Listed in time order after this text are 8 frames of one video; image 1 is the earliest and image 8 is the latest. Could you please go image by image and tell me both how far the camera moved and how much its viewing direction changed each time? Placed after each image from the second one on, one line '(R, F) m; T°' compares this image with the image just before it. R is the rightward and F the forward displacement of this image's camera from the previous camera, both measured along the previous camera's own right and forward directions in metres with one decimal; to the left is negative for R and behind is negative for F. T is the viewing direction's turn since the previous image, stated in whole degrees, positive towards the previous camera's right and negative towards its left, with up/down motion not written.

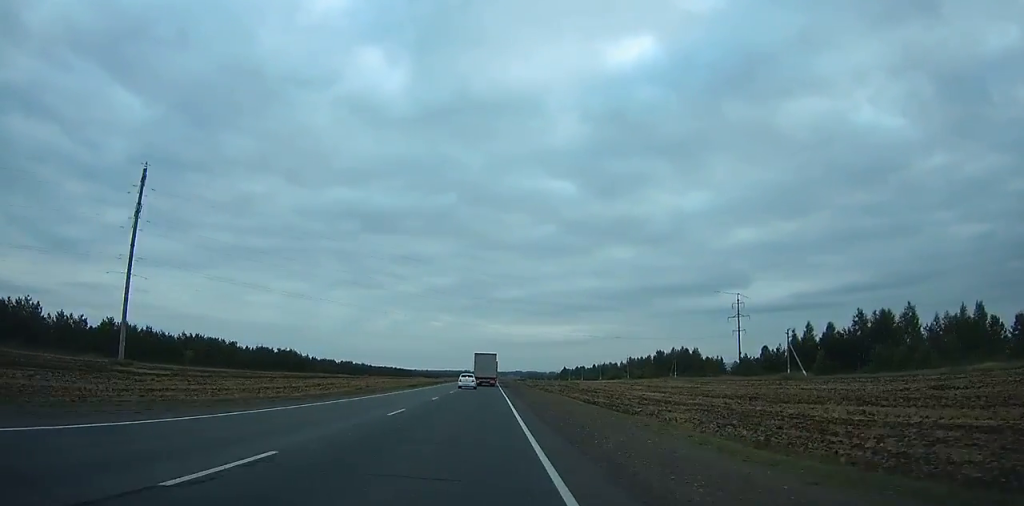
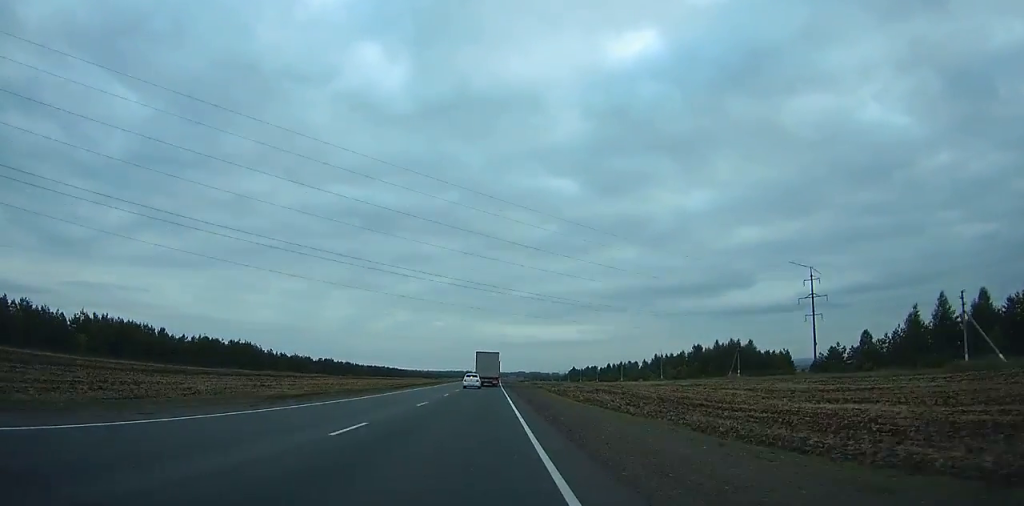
(-0.2, +43.0) m; 0°
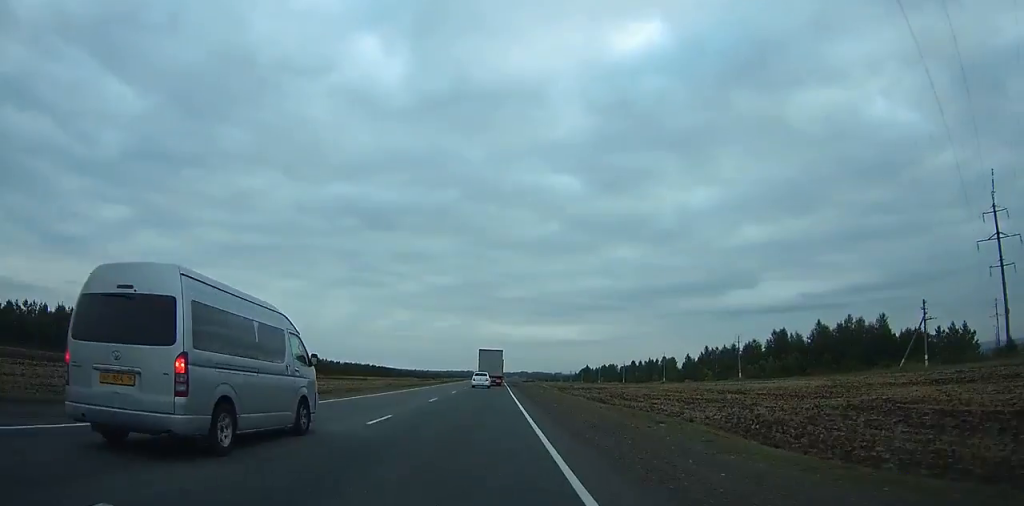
(-0.4, +58.9) m; 0°
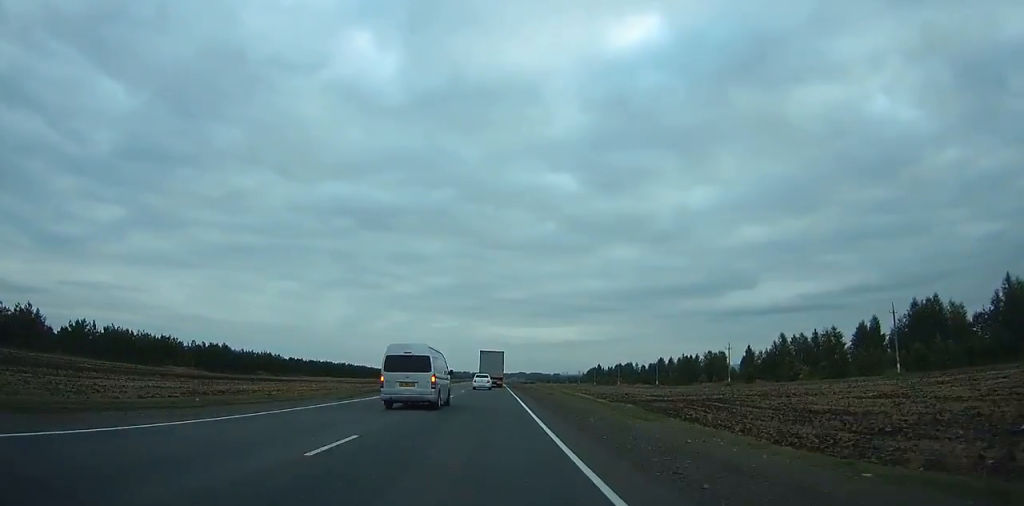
(0.0, +54.3) m; 0°
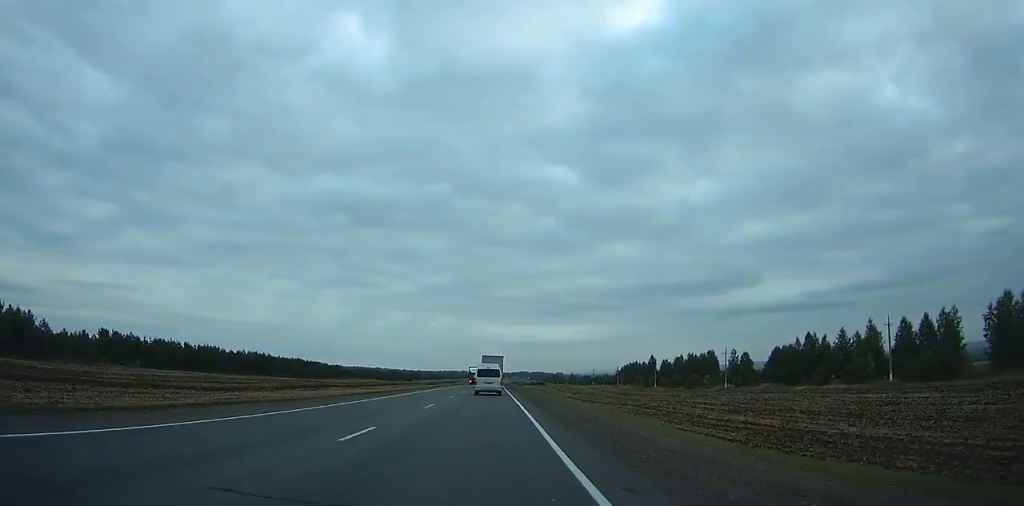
(+0.5, +118.5) m; 0°
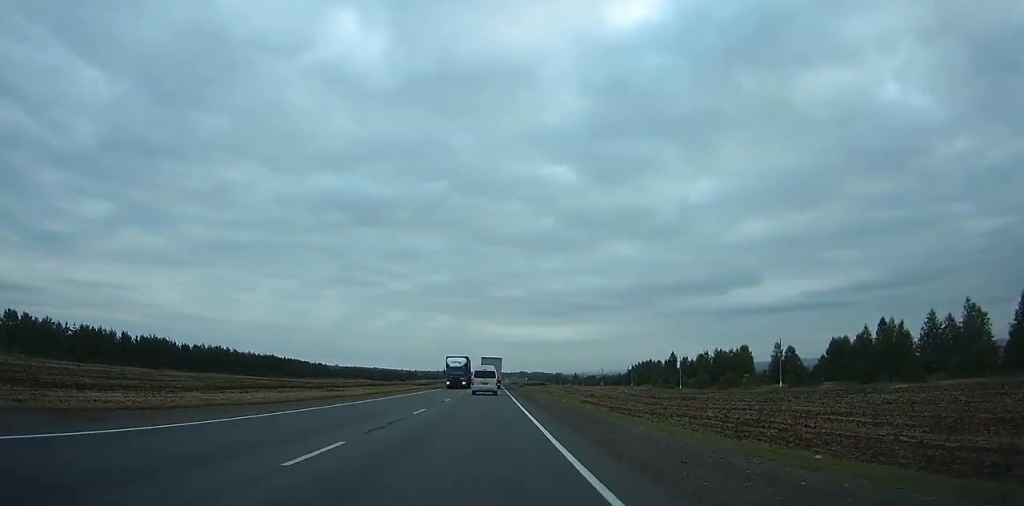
(-0.1, +27.3) m; 0°
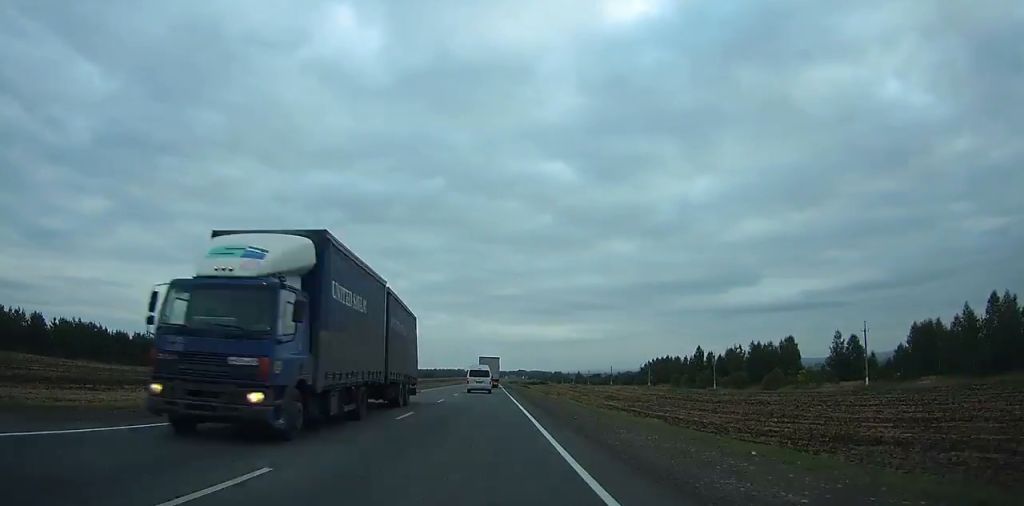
(-0.1, +27.3) m; 0°
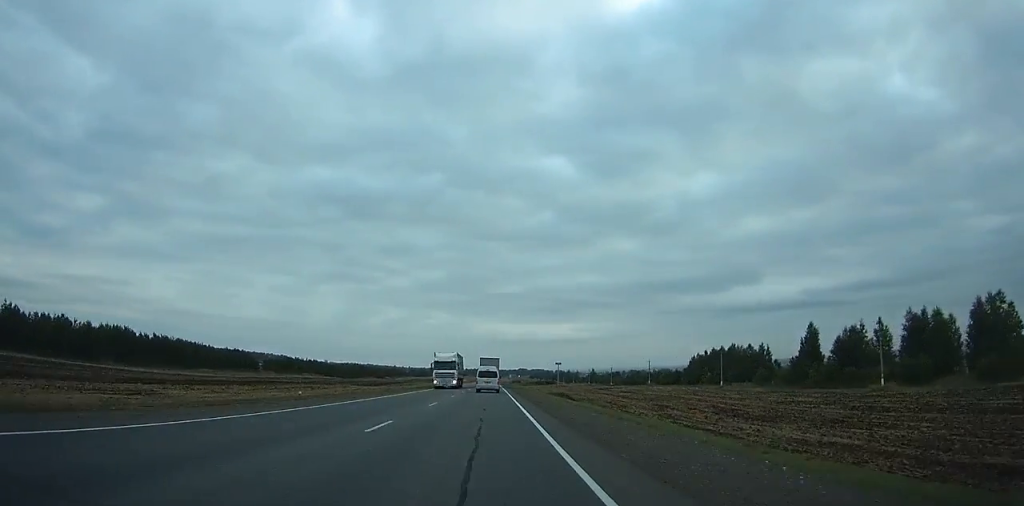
(+0.2, +63.3) m; 0°
